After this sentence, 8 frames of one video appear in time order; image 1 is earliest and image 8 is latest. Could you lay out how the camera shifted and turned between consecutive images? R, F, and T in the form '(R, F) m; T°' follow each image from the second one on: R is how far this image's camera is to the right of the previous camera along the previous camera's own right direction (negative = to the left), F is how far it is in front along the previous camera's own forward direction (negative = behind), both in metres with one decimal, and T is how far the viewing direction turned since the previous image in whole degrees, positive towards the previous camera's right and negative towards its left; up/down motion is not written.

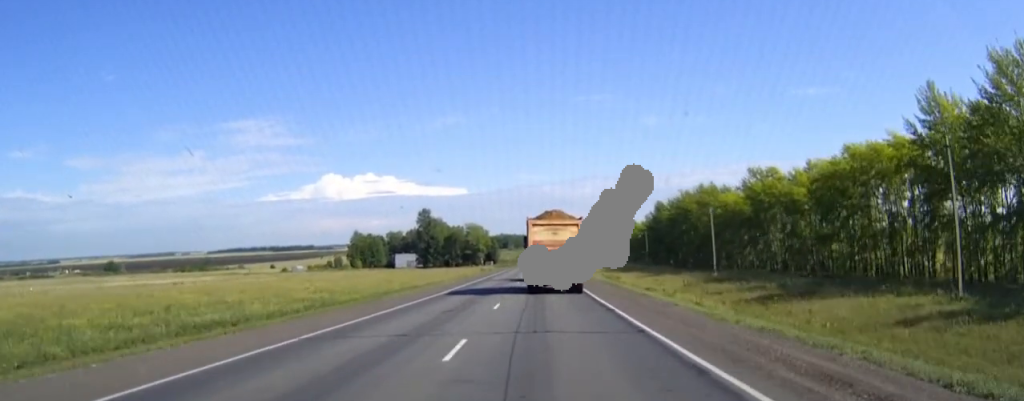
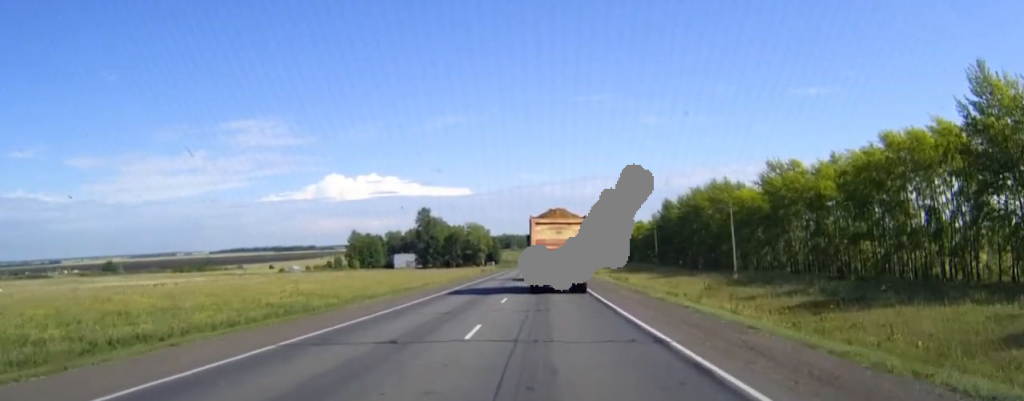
(0.0, +8.9) m; 0°
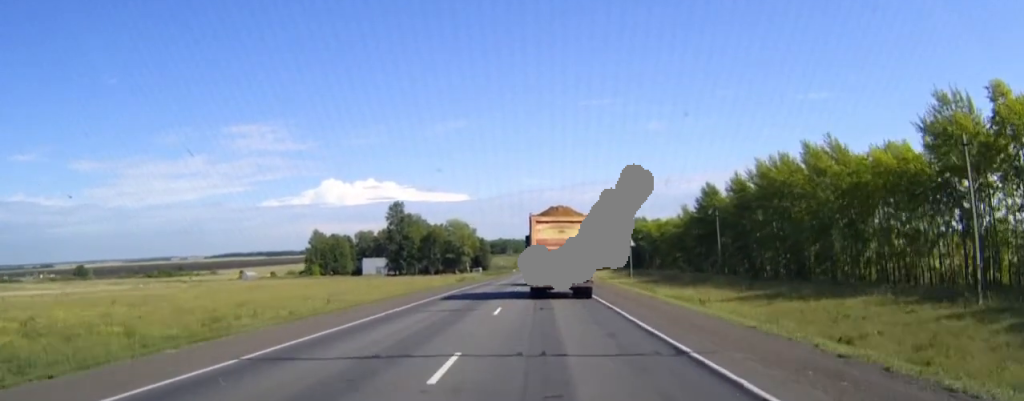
(-0.1, +52.9) m; 0°
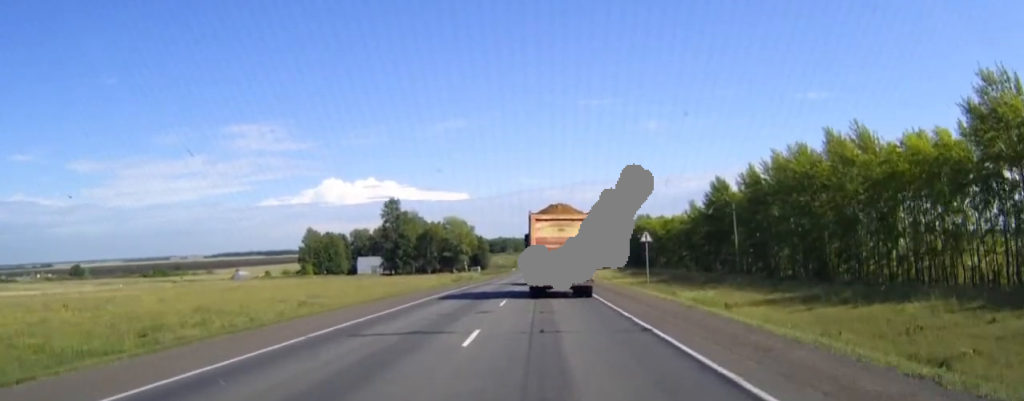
(0.0, +8.1) m; 0°
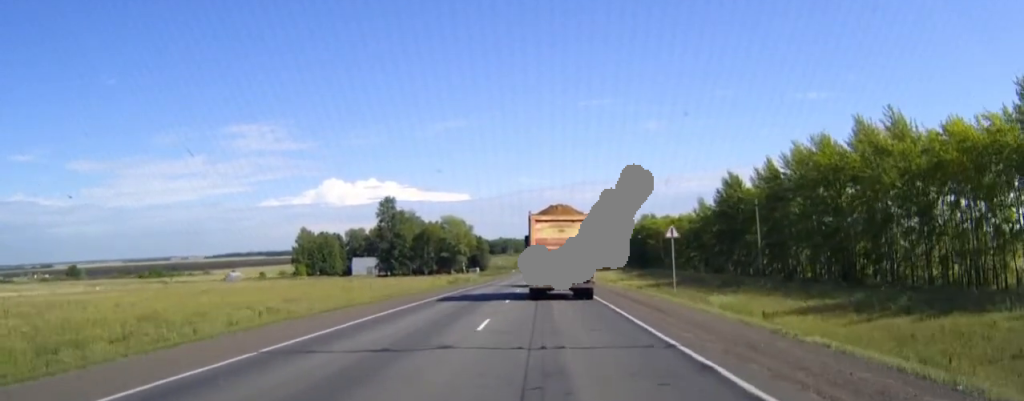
(0.0, +8.7) m; 0°
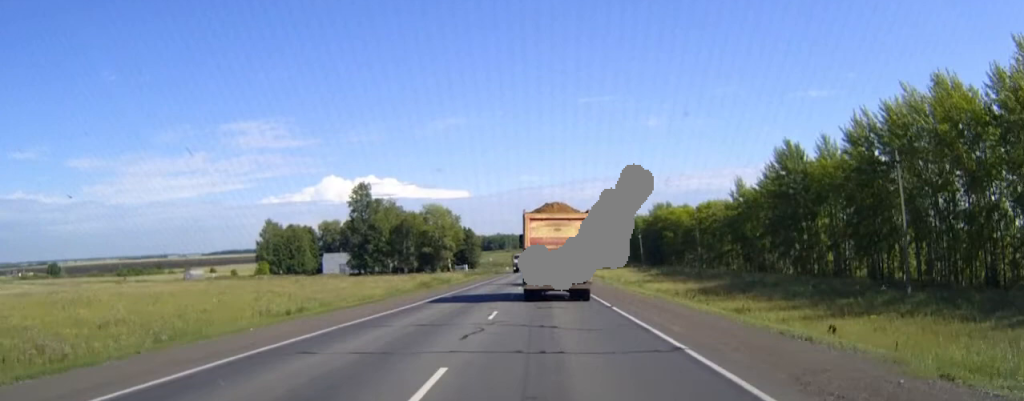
(-0.1, +32.9) m; 0°
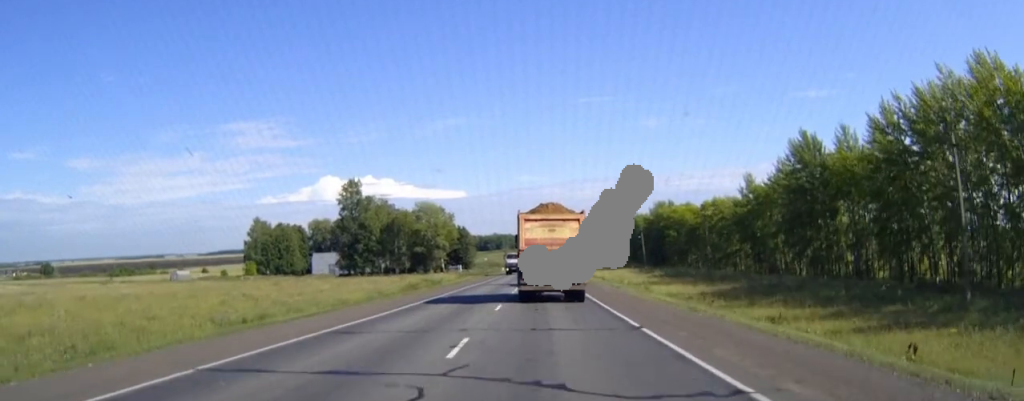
(0.0, +7.7) m; 0°
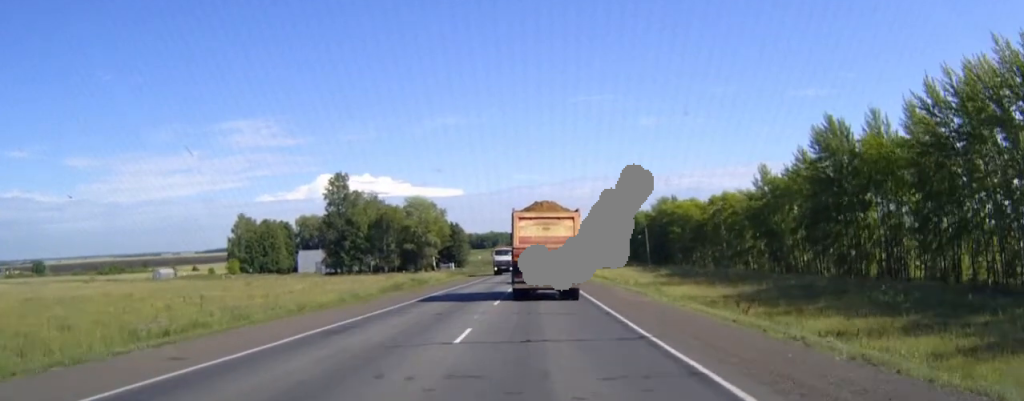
(0.0, +10.1) m; 0°
